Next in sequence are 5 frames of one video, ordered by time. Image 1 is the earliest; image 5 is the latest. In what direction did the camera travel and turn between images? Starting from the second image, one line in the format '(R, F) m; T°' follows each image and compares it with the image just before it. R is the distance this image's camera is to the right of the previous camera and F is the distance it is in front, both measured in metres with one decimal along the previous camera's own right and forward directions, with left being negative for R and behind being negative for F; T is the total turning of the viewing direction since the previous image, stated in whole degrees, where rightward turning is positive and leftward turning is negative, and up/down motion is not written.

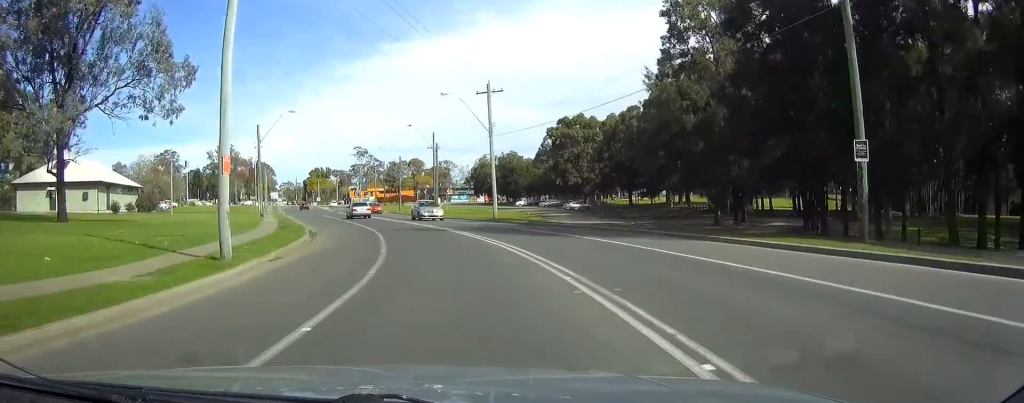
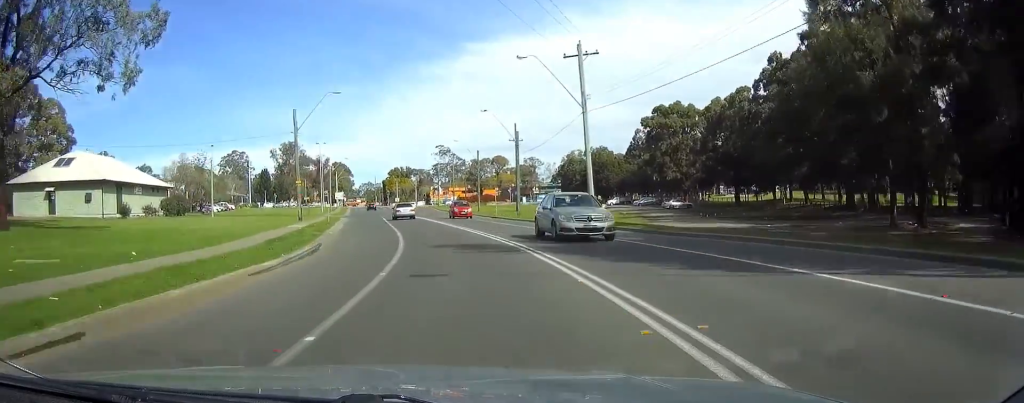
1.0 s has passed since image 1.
(-0.6, +13.2) m; -3°
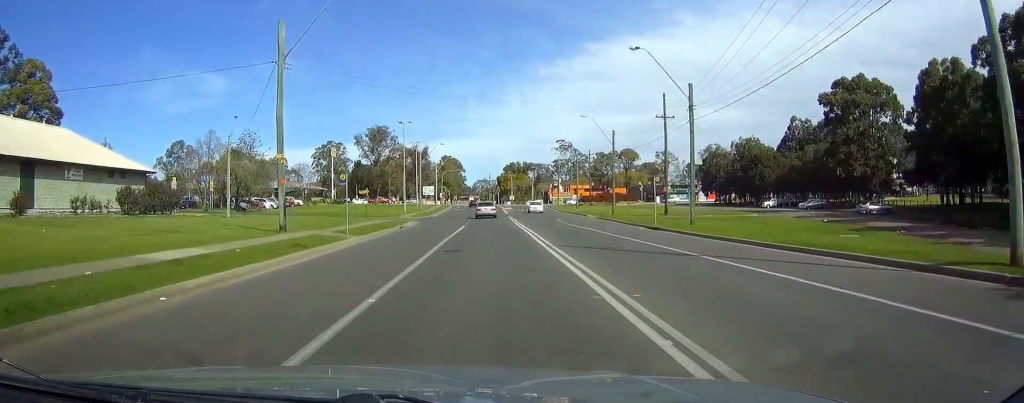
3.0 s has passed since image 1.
(-2.8, +24.8) m; -10°
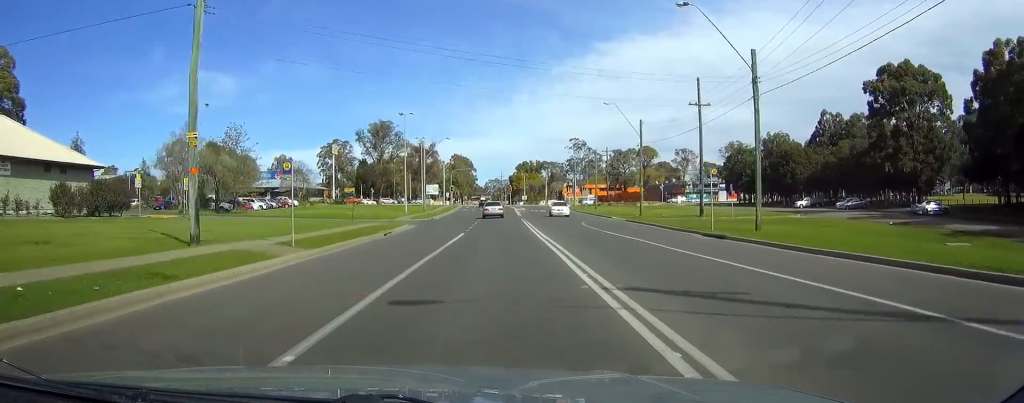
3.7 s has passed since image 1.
(-0.1, +11.2) m; -1°
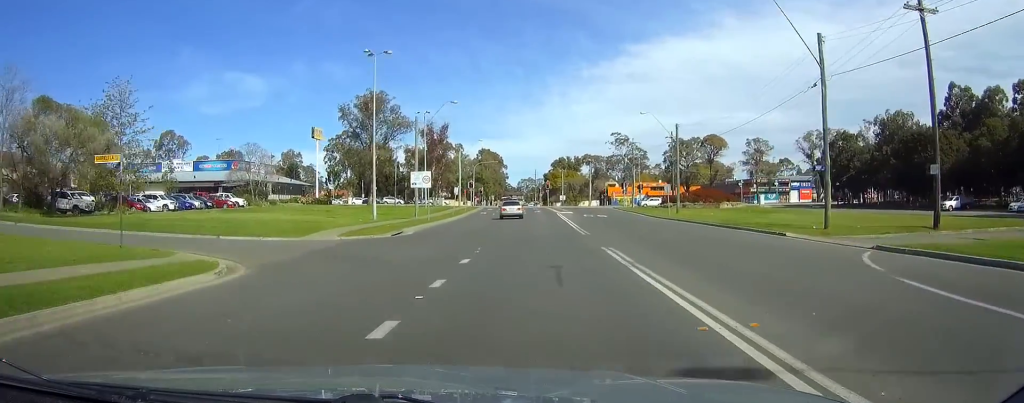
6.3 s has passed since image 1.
(-0.6, +38.0) m; -3°
